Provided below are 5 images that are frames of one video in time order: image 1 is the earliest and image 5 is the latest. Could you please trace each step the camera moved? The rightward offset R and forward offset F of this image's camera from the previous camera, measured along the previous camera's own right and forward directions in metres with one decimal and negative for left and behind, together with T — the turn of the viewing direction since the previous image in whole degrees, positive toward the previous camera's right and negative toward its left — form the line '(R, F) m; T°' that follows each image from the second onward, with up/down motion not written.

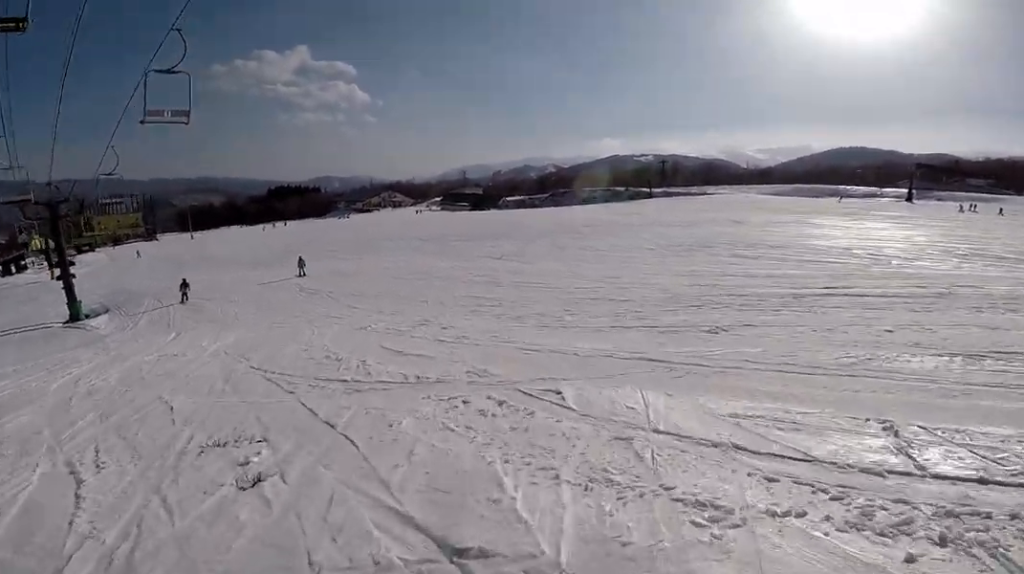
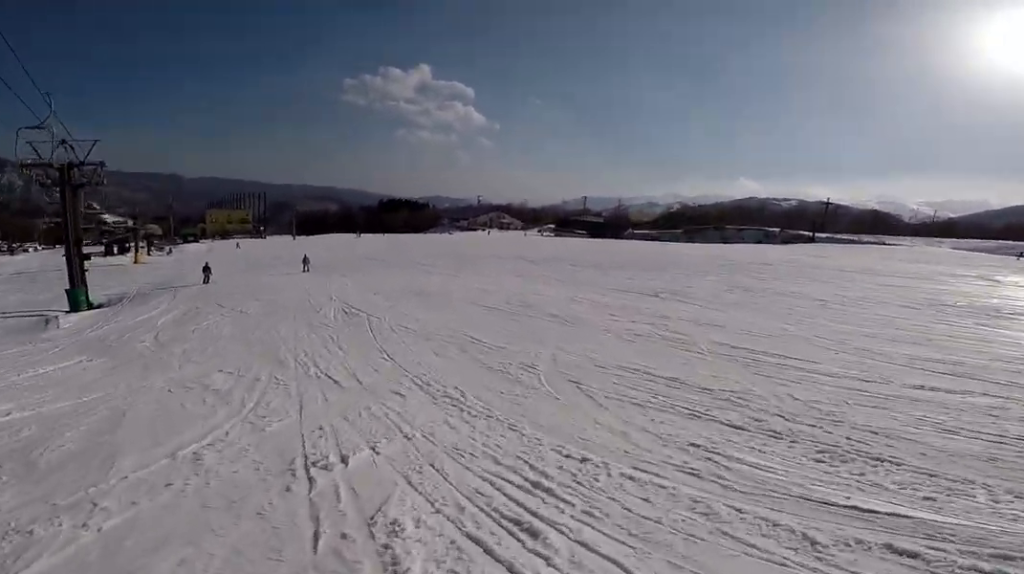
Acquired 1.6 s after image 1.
(-1.6, +11.7) m; -16°
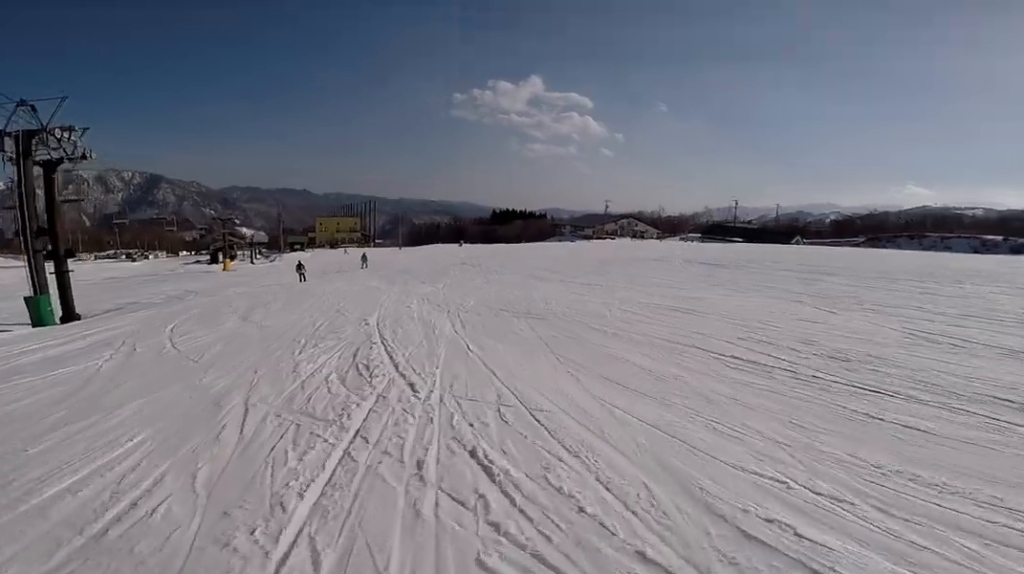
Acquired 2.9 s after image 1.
(-1.7, +11.0) m; -11°
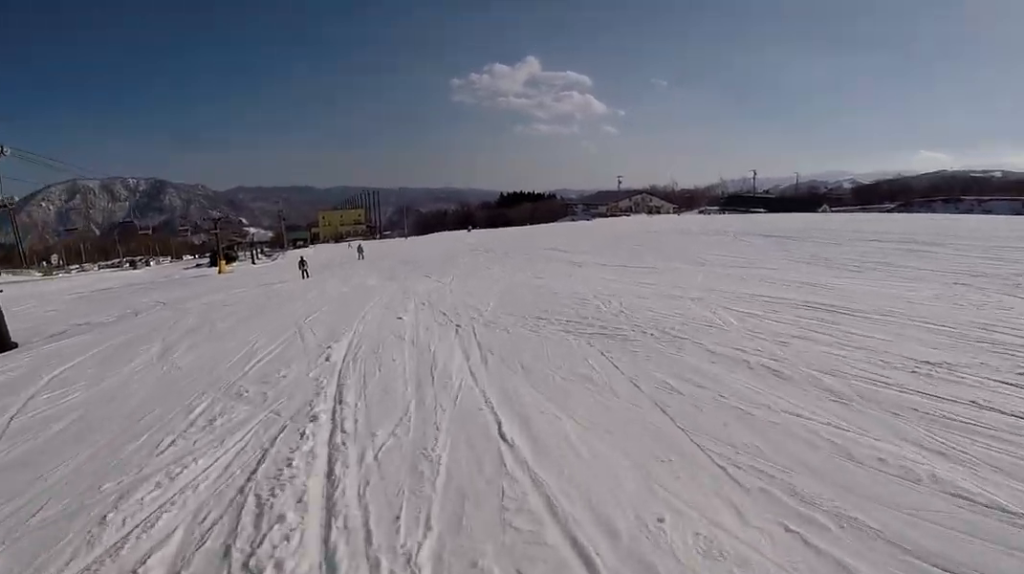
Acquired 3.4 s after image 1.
(+0.2, +4.5) m; -2°
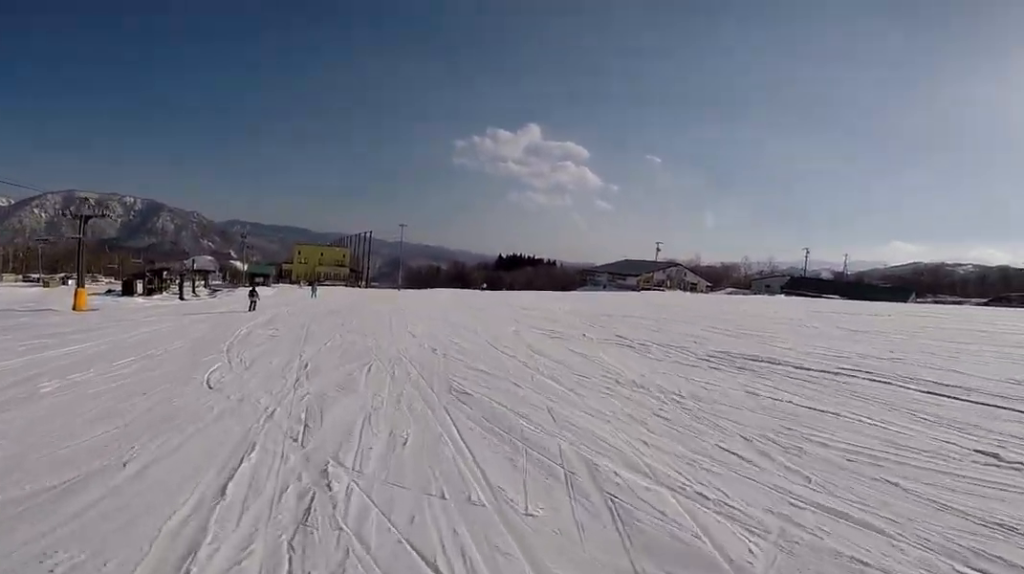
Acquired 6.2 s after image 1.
(-2.2, +25.4) m; -2°
